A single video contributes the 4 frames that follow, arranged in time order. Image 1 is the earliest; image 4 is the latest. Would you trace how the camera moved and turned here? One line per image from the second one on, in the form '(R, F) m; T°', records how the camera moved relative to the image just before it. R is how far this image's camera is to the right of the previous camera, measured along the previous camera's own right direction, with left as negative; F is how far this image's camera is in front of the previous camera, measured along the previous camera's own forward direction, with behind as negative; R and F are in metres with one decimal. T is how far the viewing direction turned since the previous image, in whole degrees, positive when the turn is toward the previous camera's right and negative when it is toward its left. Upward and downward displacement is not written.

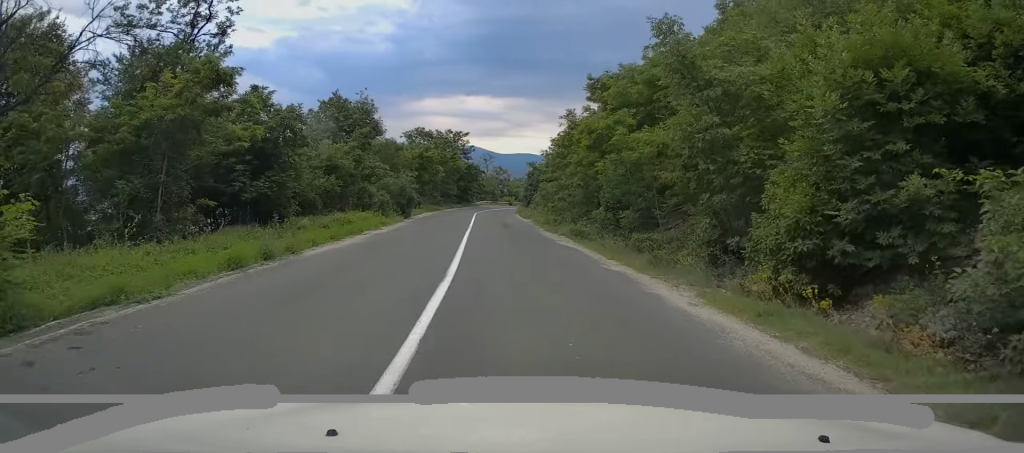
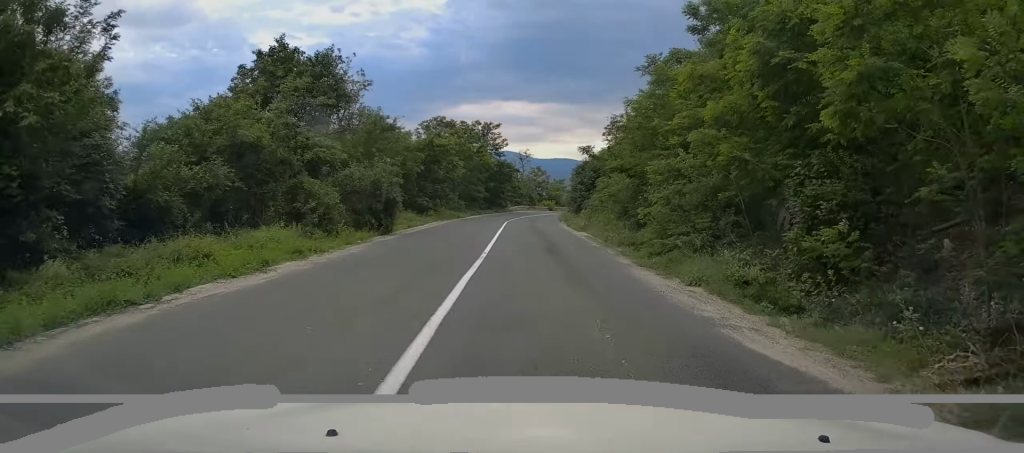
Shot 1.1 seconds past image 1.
(-0.6, +13.8) m; -4°
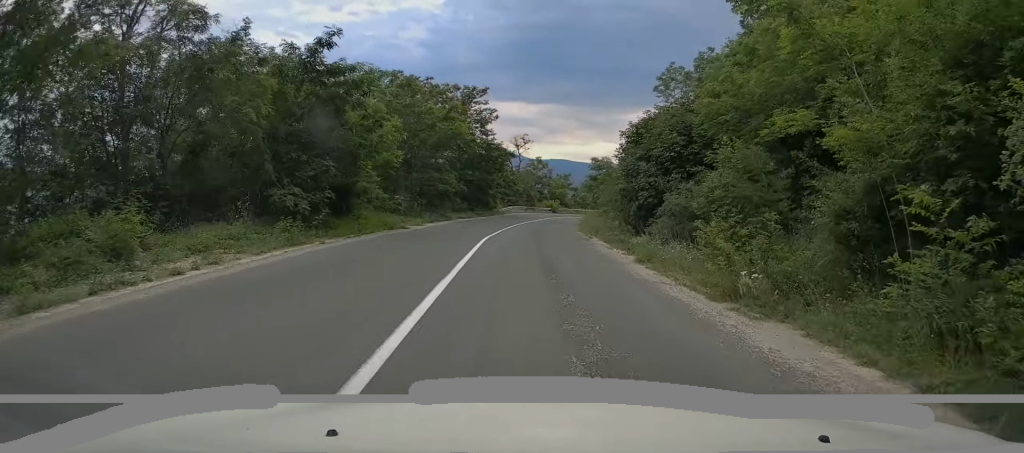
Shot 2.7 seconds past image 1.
(-0.2, +21.1) m; +1°
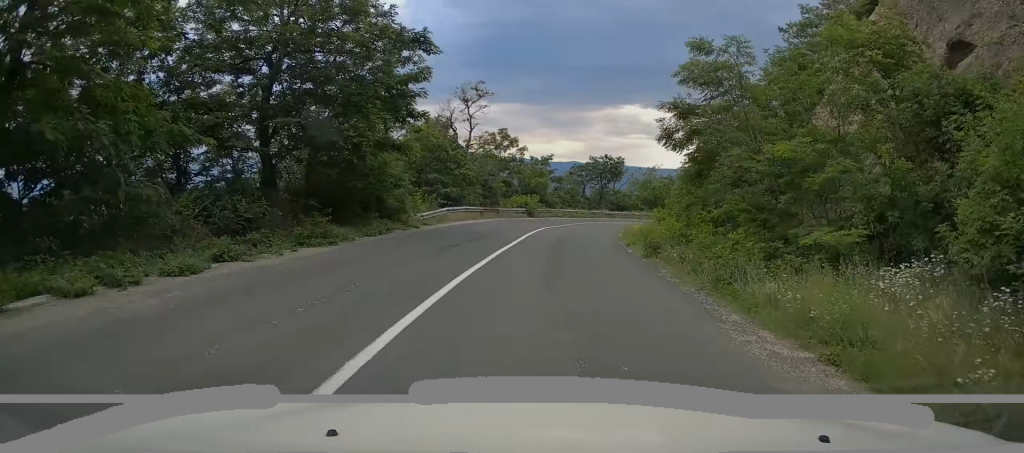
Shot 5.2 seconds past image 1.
(+0.4, +31.9) m; +3°
